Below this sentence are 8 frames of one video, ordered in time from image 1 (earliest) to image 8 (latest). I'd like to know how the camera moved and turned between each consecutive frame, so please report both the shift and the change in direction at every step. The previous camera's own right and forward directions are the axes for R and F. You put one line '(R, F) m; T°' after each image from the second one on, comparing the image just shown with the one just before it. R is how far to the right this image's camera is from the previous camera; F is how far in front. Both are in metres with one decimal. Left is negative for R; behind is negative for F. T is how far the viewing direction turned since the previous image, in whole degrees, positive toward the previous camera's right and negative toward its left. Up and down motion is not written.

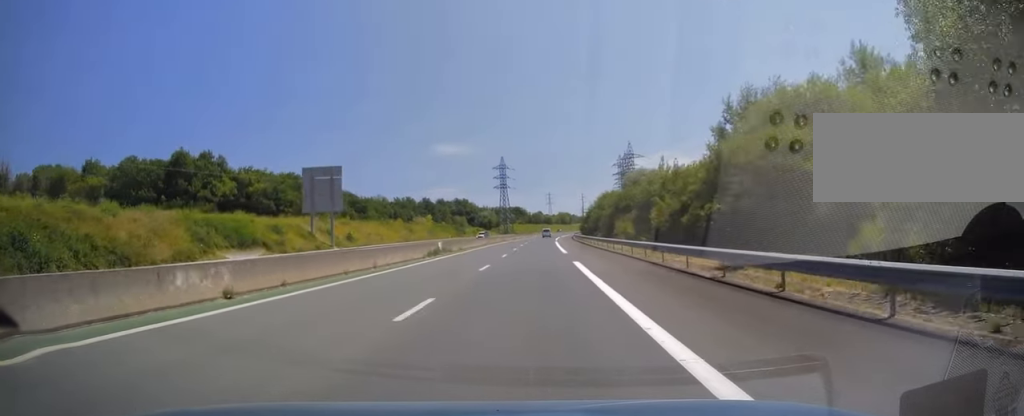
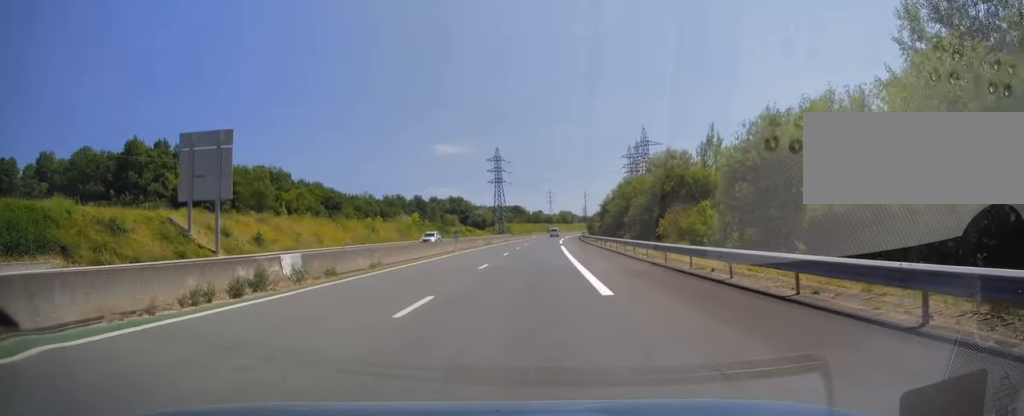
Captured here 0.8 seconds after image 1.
(0.0, +24.9) m; 0°
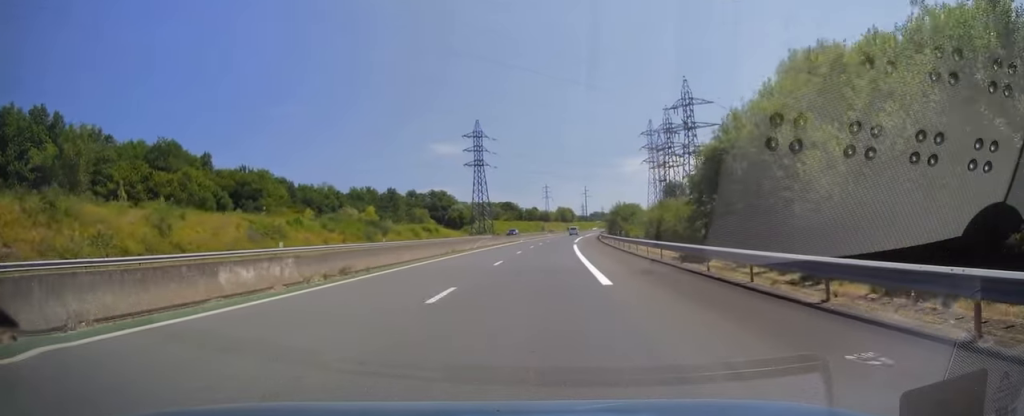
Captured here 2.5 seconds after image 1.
(0.0, +48.9) m; +1°
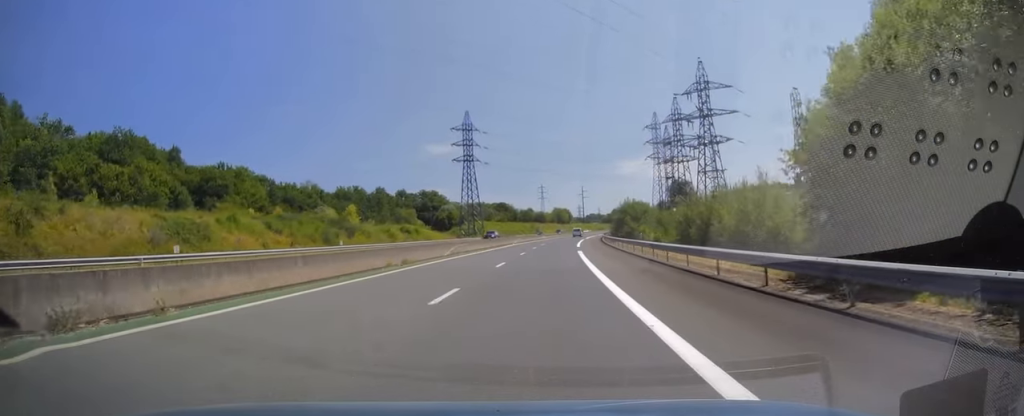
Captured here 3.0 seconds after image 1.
(+0.2, +12.7) m; 0°
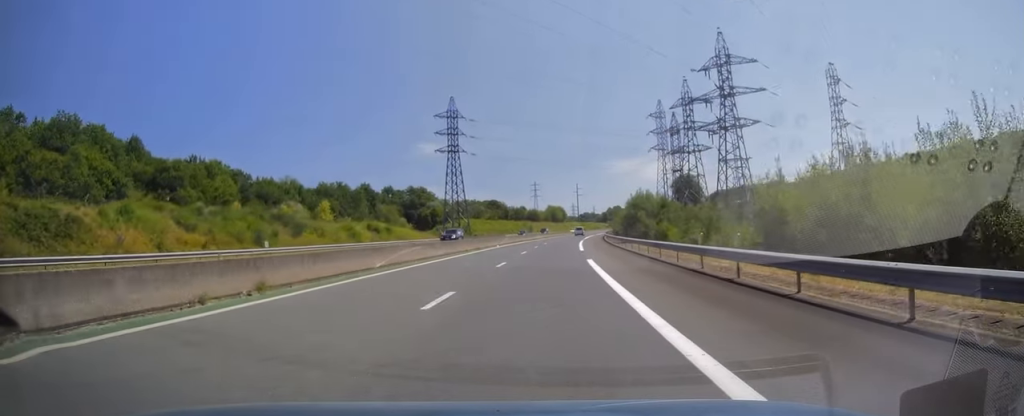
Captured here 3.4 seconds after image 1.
(+0.1, +13.7) m; 0°
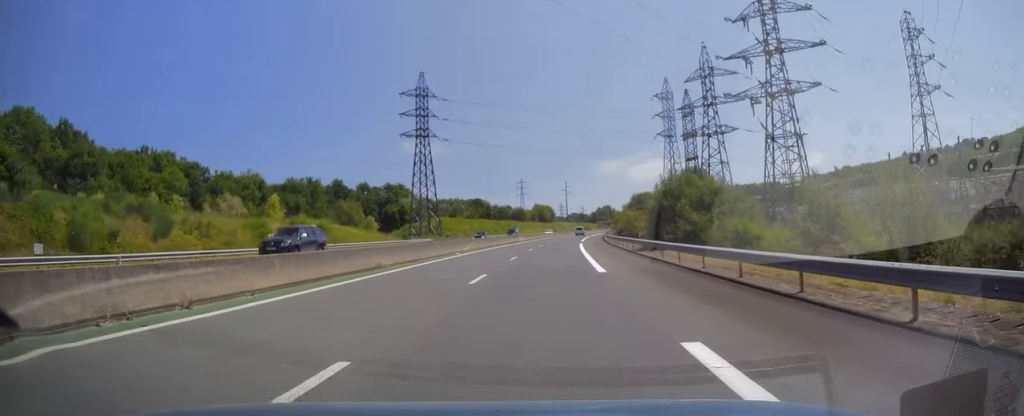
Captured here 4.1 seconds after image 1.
(0.0, +20.0) m; +1°
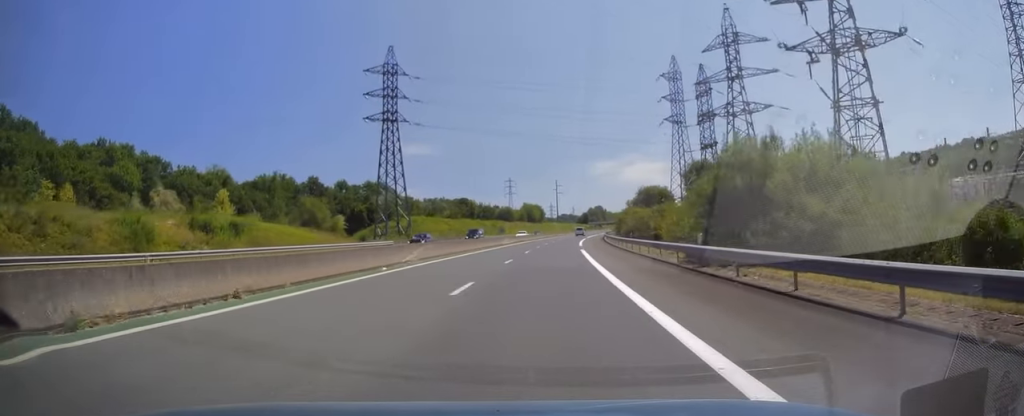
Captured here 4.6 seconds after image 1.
(0.0, +15.7) m; +1°
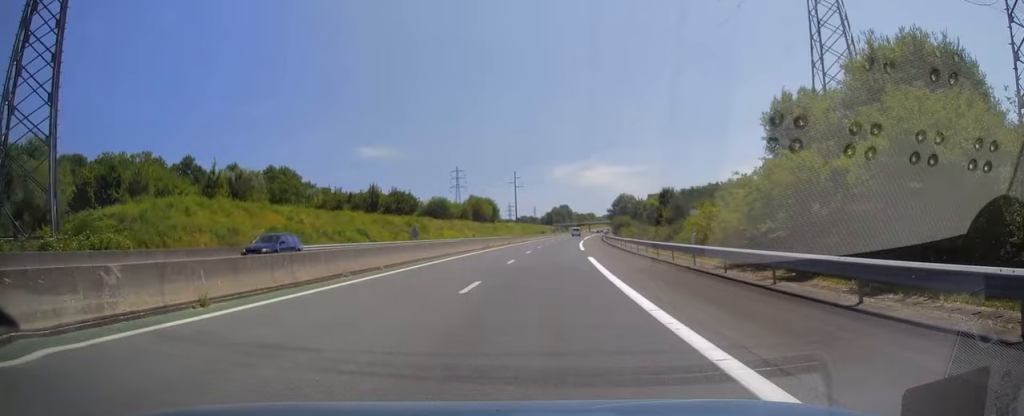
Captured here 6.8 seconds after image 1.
(+2.0, +62.5) m; +3°
